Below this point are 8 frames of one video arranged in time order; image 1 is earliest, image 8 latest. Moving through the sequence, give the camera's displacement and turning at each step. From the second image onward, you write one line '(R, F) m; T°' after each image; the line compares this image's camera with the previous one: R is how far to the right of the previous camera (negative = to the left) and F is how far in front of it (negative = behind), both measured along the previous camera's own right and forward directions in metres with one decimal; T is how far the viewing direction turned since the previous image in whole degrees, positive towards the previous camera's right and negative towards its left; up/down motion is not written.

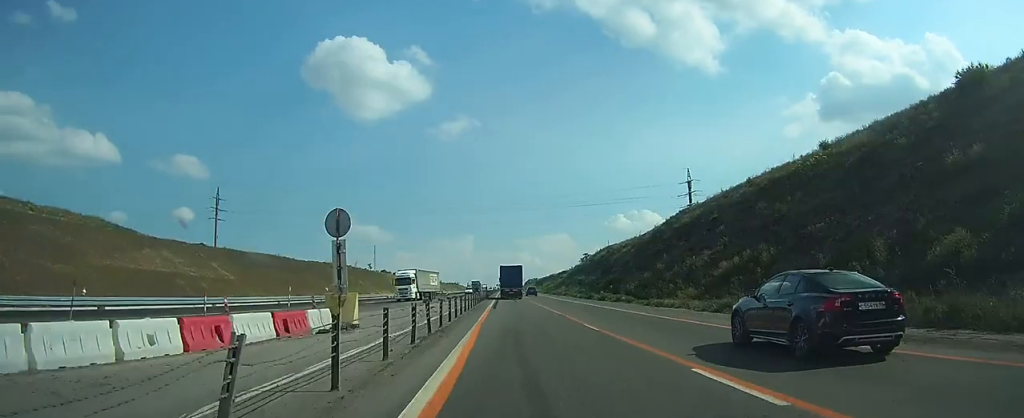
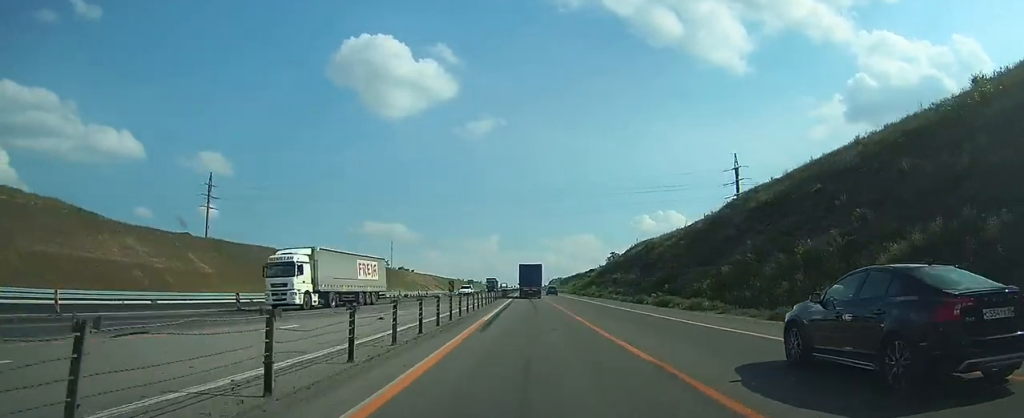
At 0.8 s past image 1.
(-0.1, +18.9) m; -1°
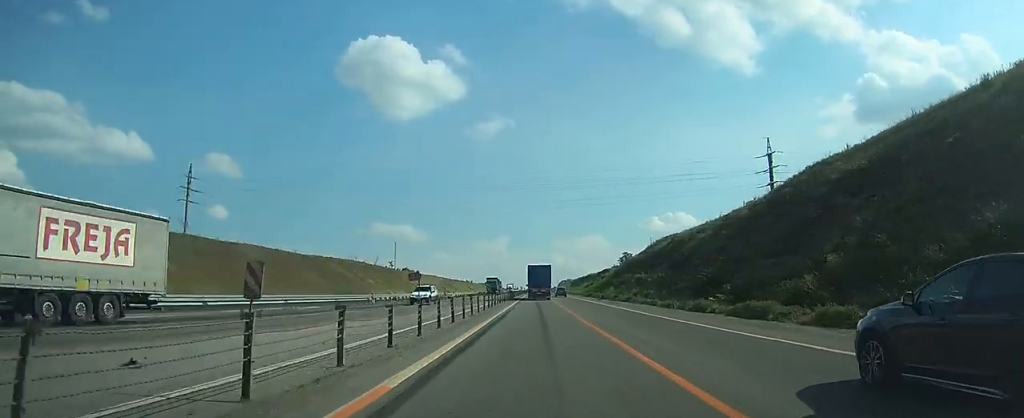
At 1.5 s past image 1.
(+0.2, +15.1) m; -2°
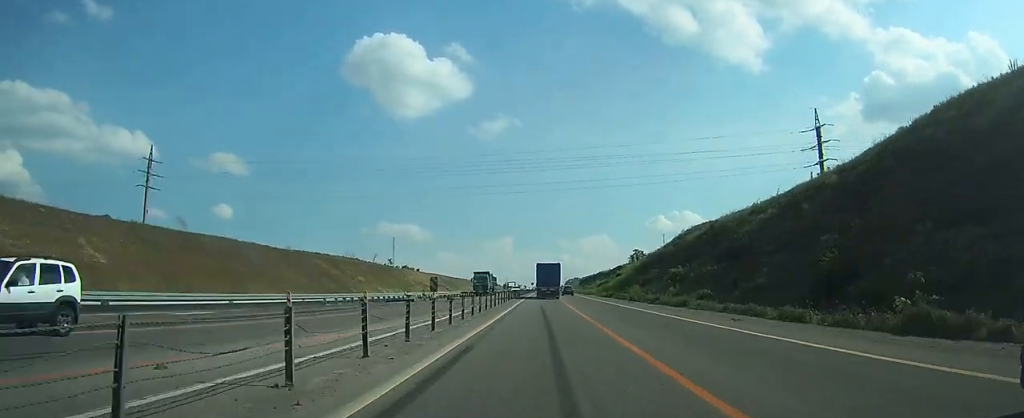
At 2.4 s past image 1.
(-0.9, +19.7) m; -2°
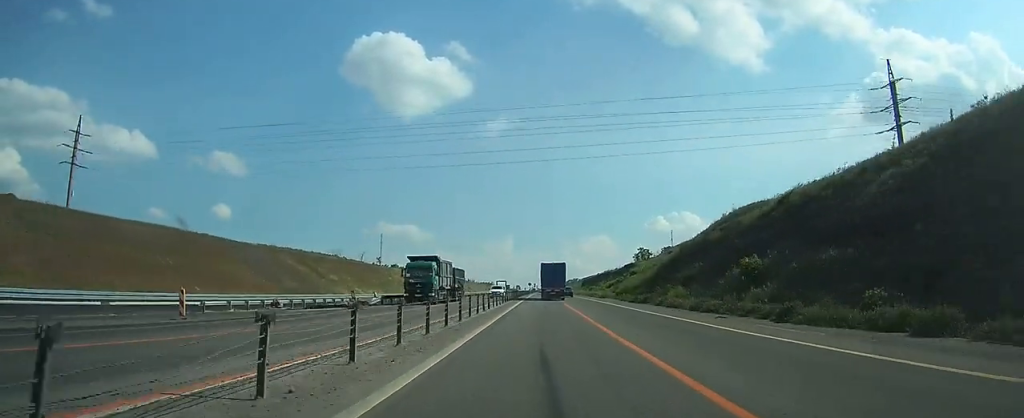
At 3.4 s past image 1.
(-0.1, +24.4) m; 0°
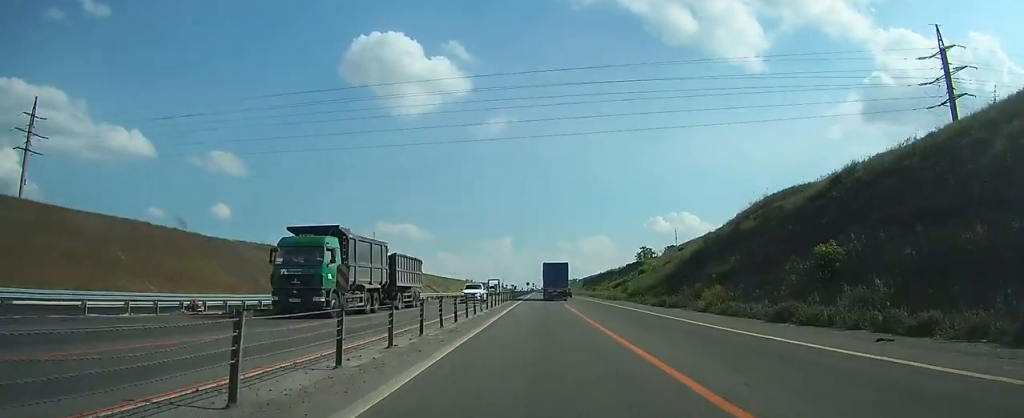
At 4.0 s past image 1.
(0.0, +12.3) m; 0°
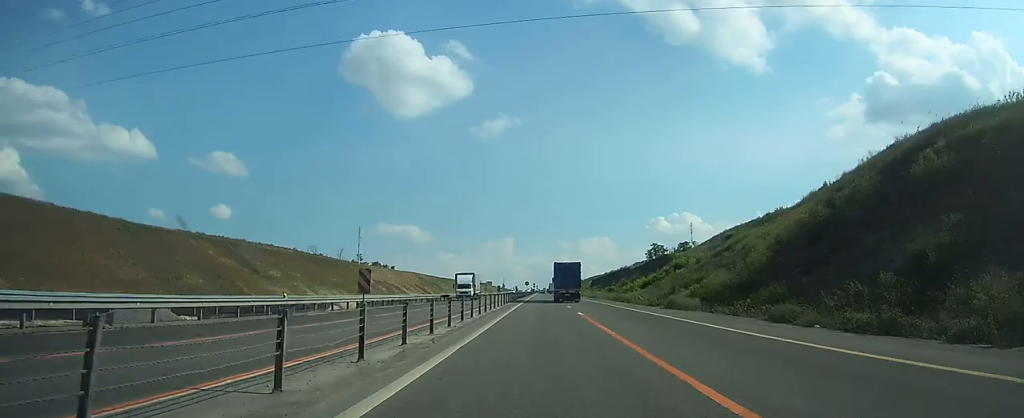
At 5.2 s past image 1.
(-0.3, +28.7) m; -1°
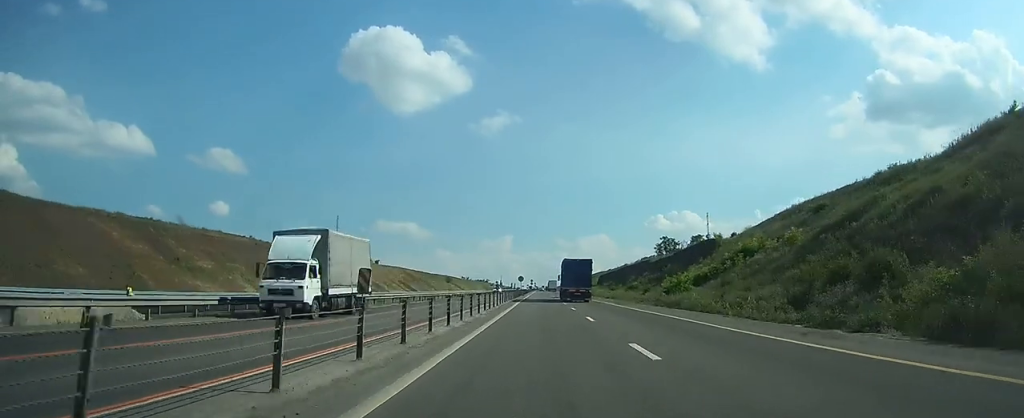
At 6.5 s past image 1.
(-0.3, +29.9) m; -1°
